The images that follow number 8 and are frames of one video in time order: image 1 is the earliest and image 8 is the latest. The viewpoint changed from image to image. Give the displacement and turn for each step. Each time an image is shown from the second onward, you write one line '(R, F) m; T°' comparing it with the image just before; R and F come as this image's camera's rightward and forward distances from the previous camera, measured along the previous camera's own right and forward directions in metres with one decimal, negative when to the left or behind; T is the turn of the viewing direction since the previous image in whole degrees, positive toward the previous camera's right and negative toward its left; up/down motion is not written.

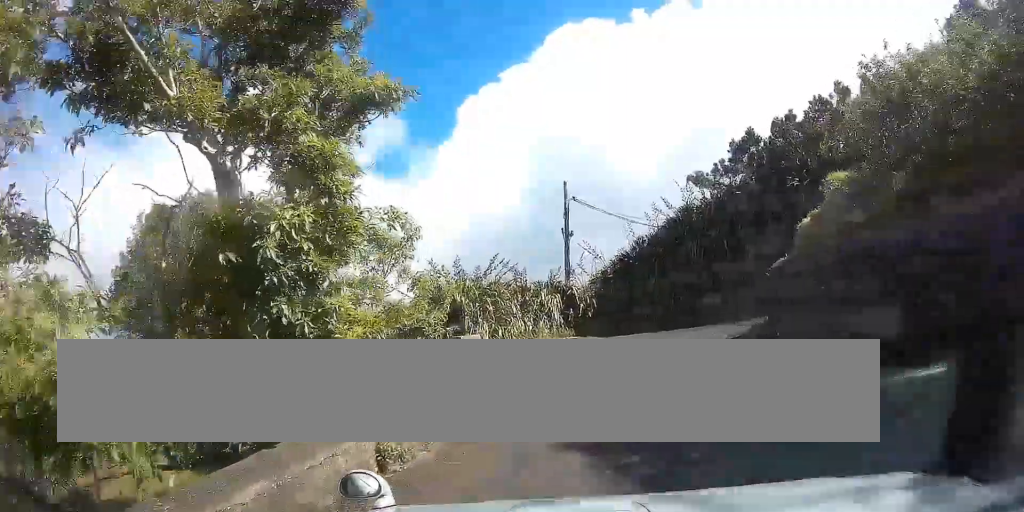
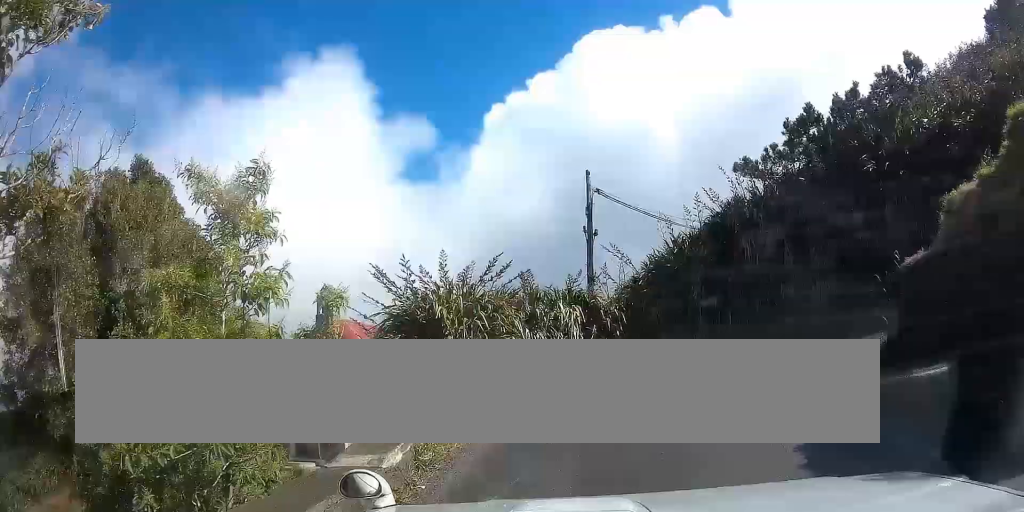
(-0.3, +4.7) m; -2°
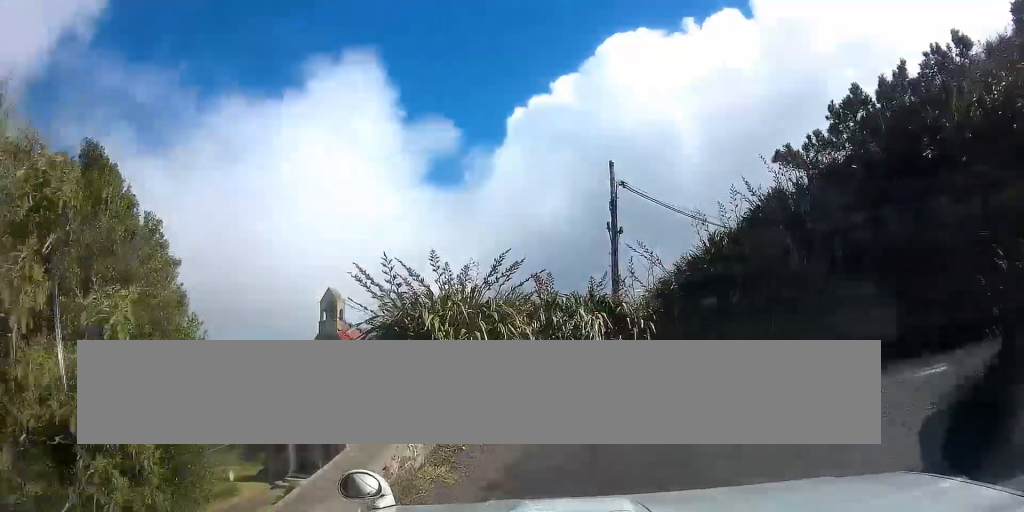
(+0.2, +2.5) m; +1°
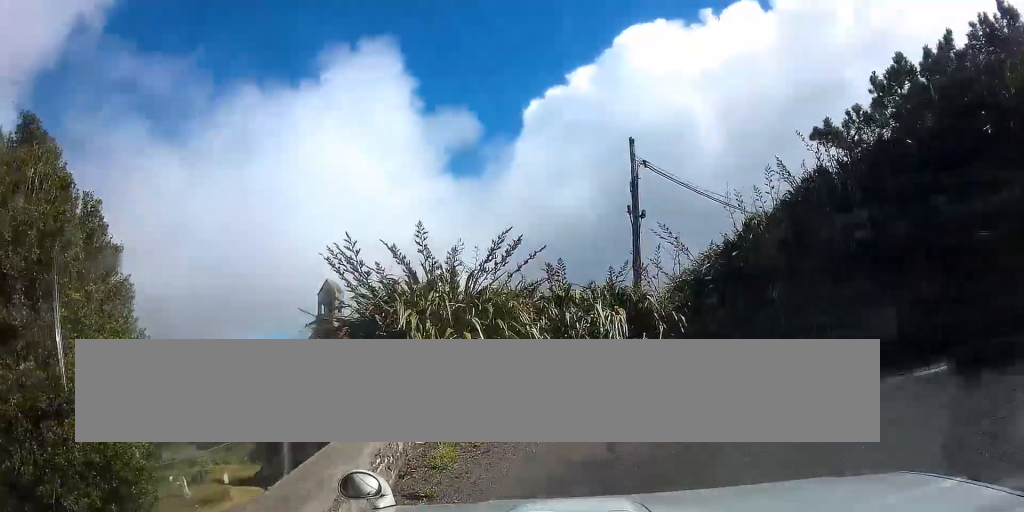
(0.0, +2.5) m; +3°
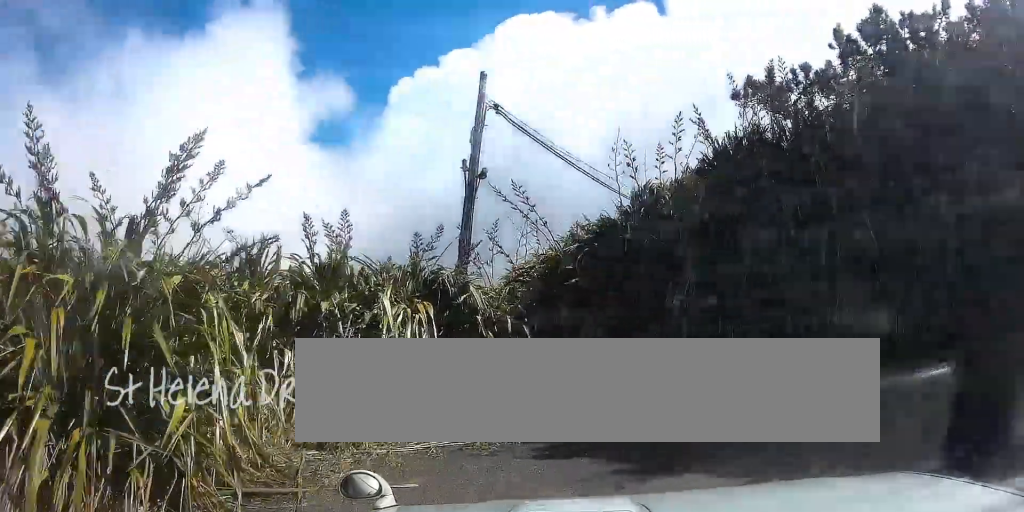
(+0.5, +5.4) m; +13°
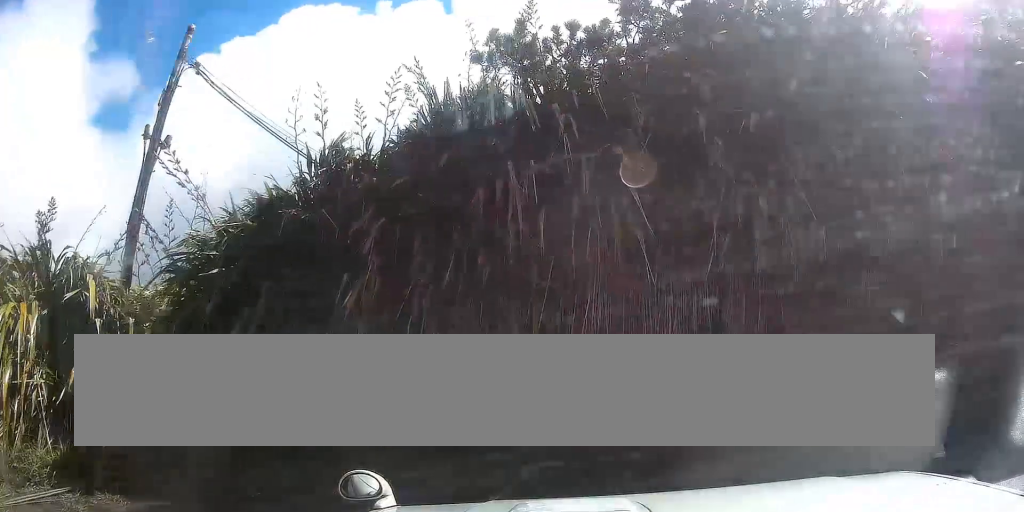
(+0.1, +2.8) m; +12°
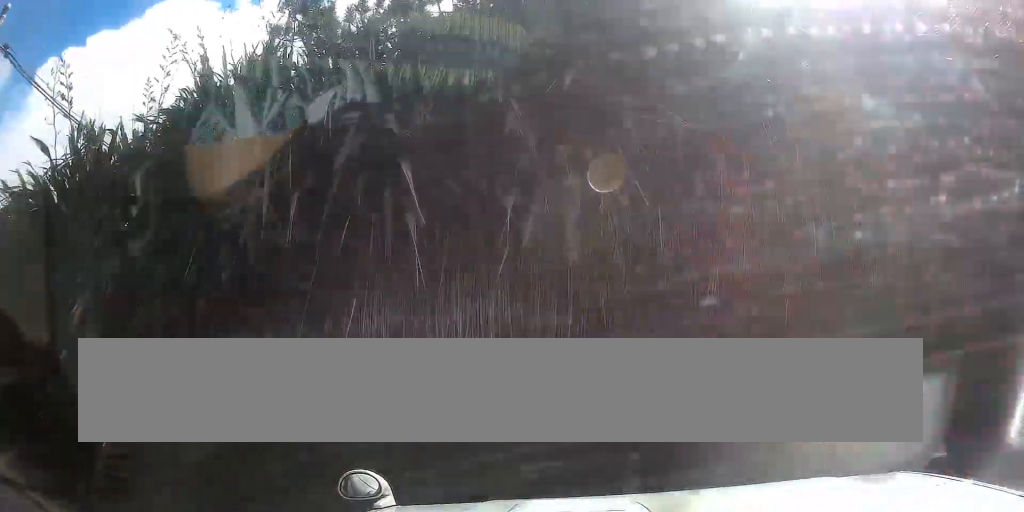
(+0.1, +1.4) m; +13°
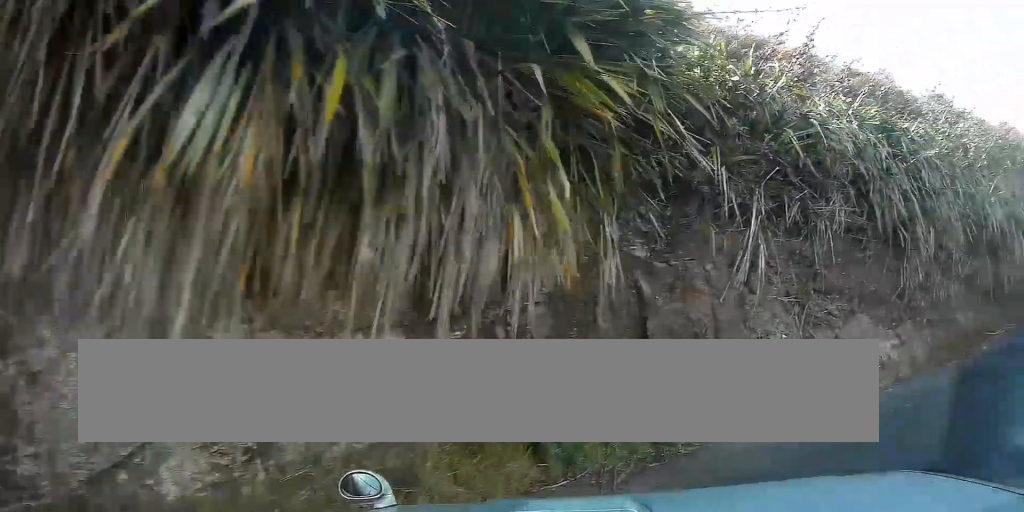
(+1.9, +3.4) m; +68°
